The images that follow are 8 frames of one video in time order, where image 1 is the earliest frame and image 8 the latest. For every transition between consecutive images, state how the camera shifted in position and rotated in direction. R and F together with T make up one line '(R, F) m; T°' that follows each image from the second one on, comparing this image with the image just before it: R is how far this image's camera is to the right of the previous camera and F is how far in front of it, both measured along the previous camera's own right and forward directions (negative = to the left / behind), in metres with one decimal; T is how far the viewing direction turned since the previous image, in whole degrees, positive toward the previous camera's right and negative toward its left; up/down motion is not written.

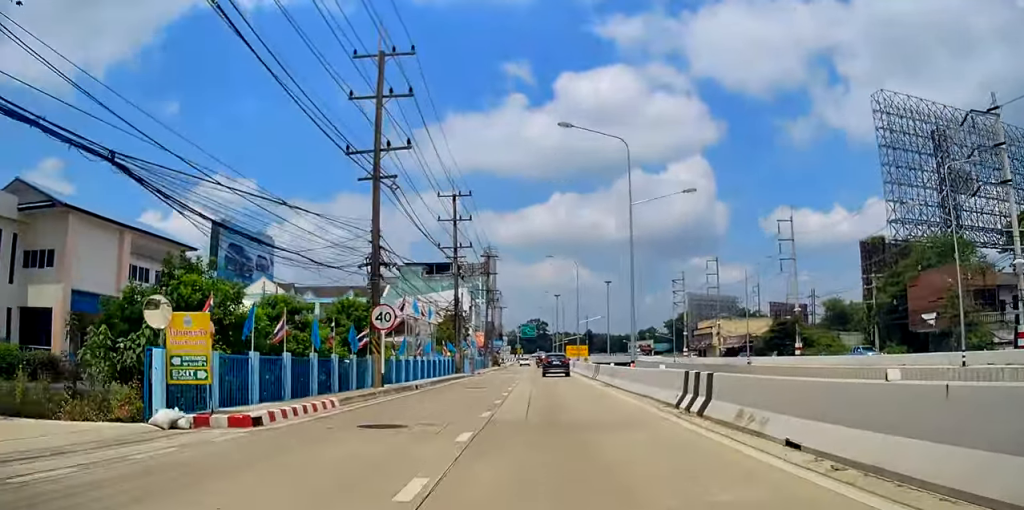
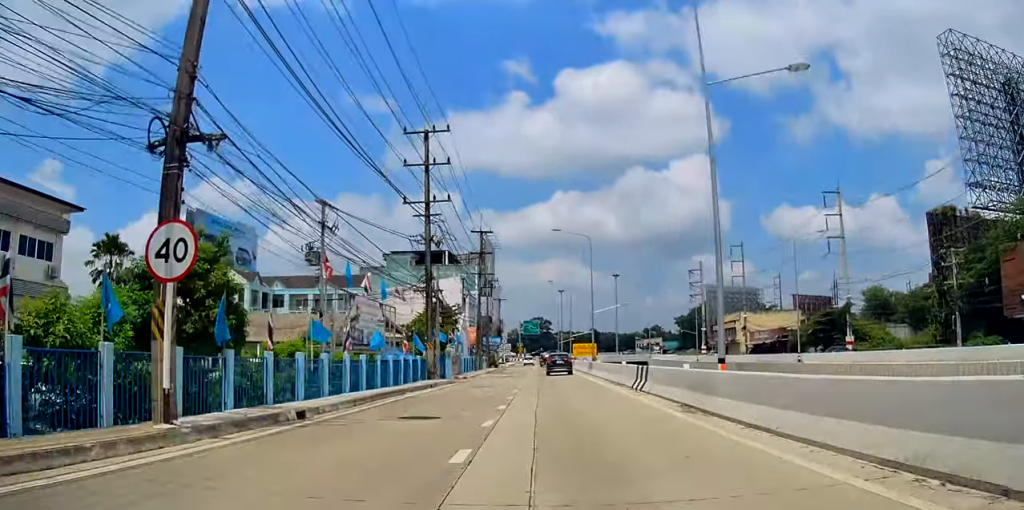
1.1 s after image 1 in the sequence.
(0.0, +13.8) m; 0°
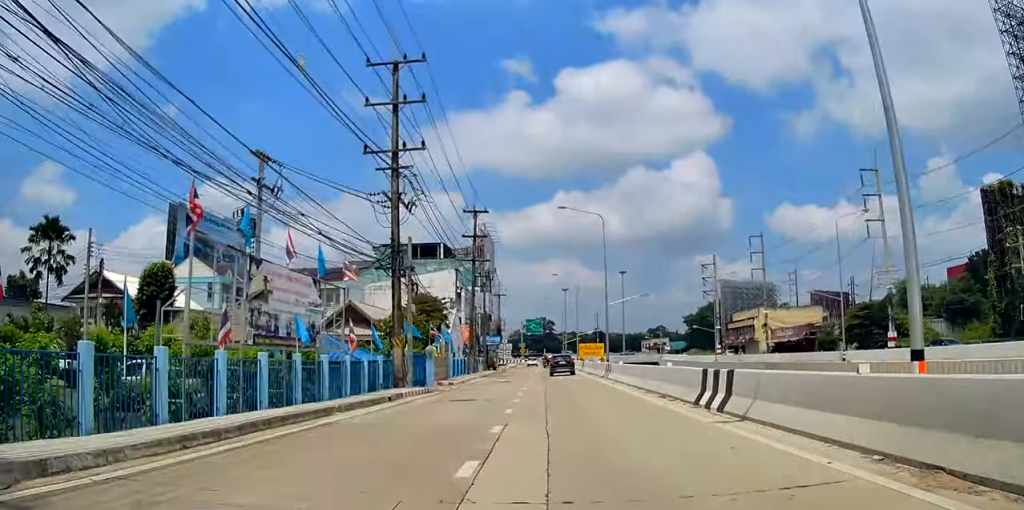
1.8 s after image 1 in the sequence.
(-0.1, +9.0) m; 0°
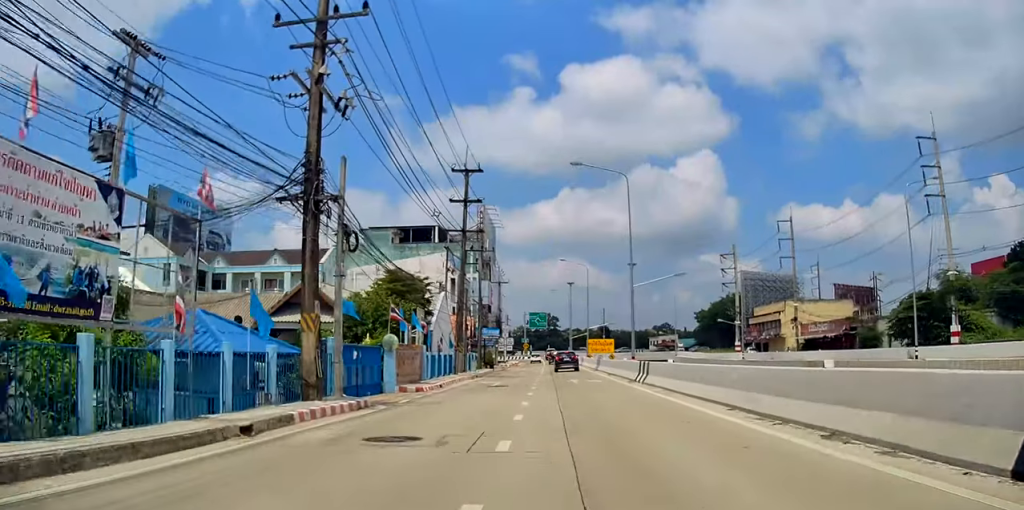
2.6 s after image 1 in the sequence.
(0.0, +10.1) m; 0°
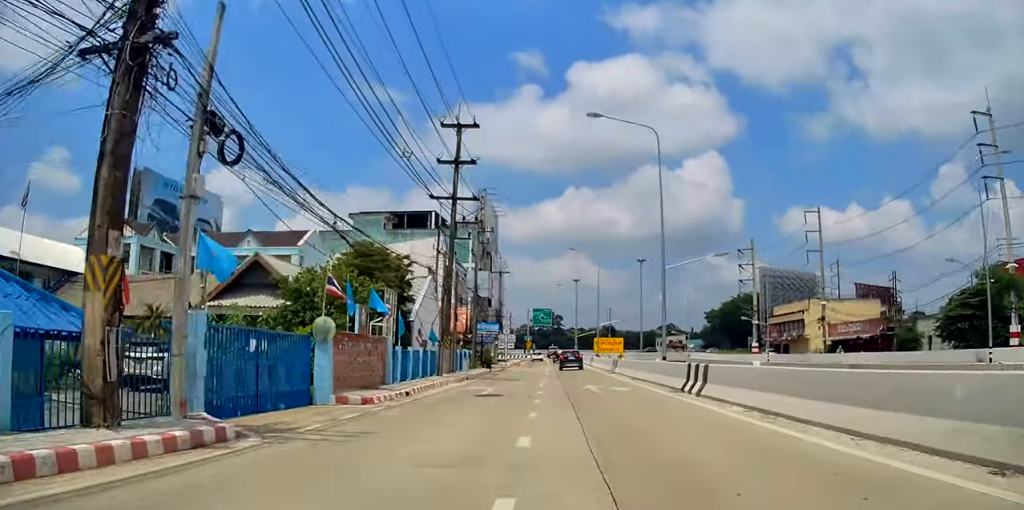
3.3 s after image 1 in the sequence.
(0.0, +8.0) m; 0°
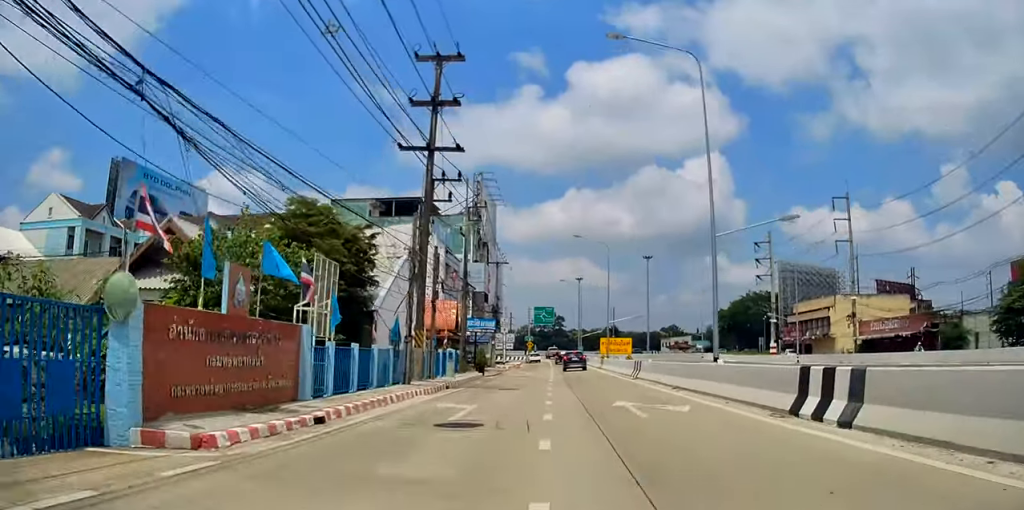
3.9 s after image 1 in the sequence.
(-0.1, +7.8) m; 0°
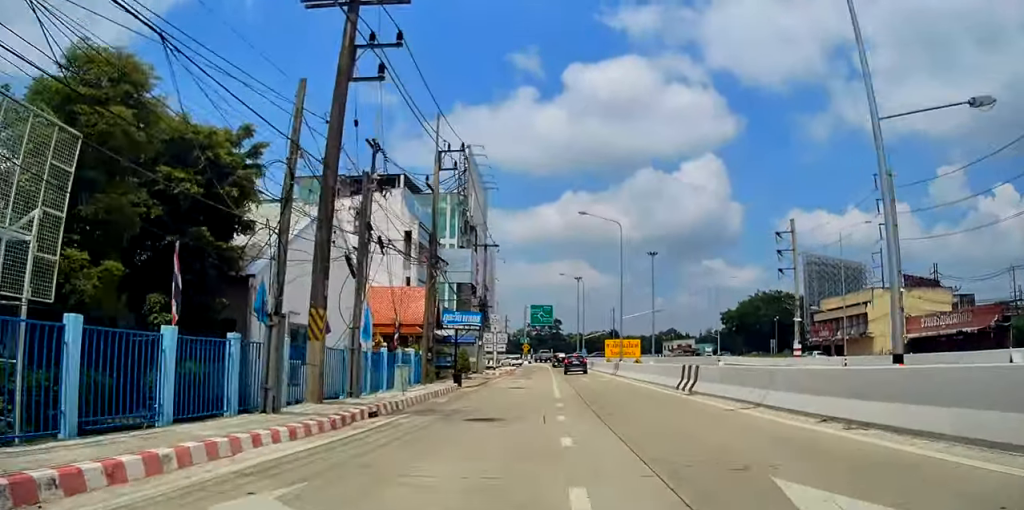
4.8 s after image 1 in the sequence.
(+0.2, +11.2) m; +1°
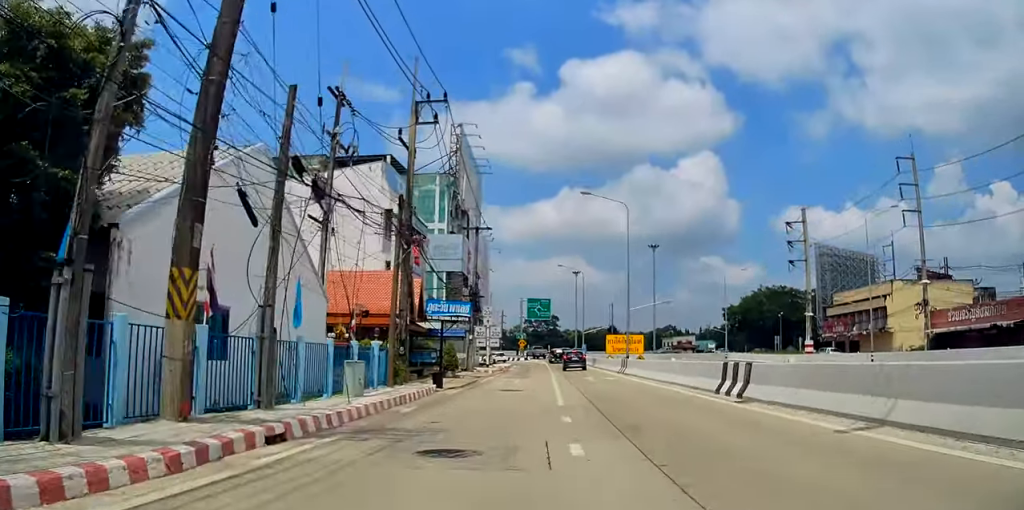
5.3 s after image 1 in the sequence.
(+0.1, +5.1) m; 0°
